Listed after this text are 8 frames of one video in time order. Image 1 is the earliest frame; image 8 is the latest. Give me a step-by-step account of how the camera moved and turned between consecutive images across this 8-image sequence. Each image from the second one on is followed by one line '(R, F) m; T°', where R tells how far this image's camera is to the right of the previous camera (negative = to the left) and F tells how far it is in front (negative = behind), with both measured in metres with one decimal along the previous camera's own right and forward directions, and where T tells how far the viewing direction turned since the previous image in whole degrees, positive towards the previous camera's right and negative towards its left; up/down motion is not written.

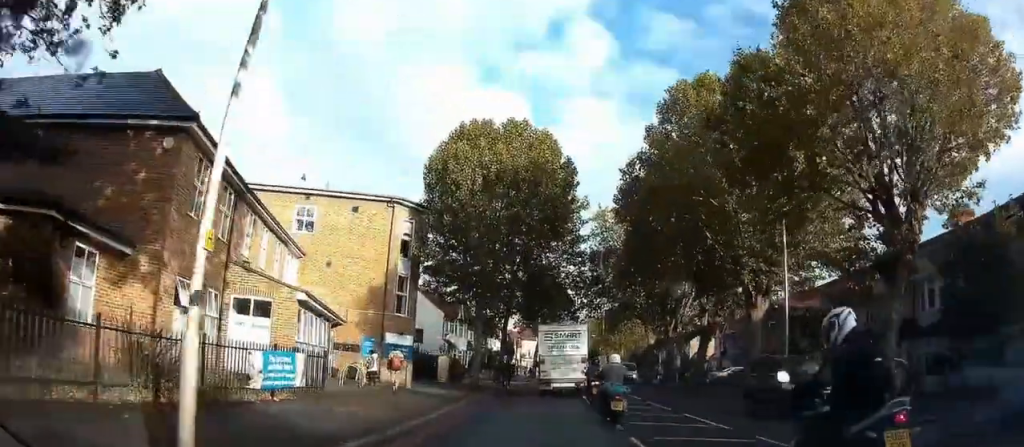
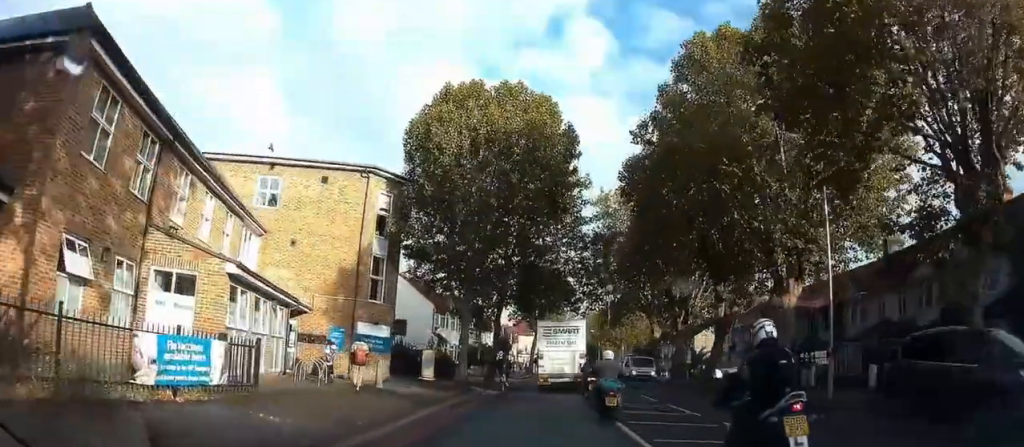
(0.0, +4.0) m; -1°
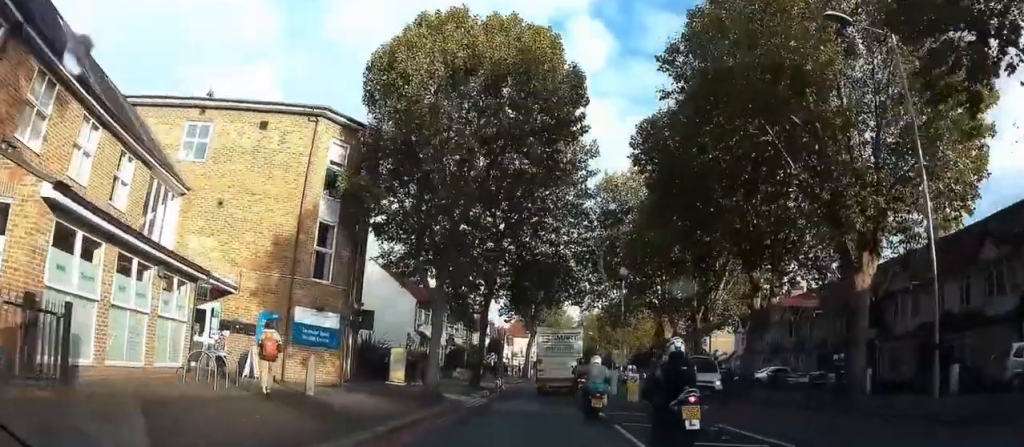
(-0.2, +6.2) m; -2°
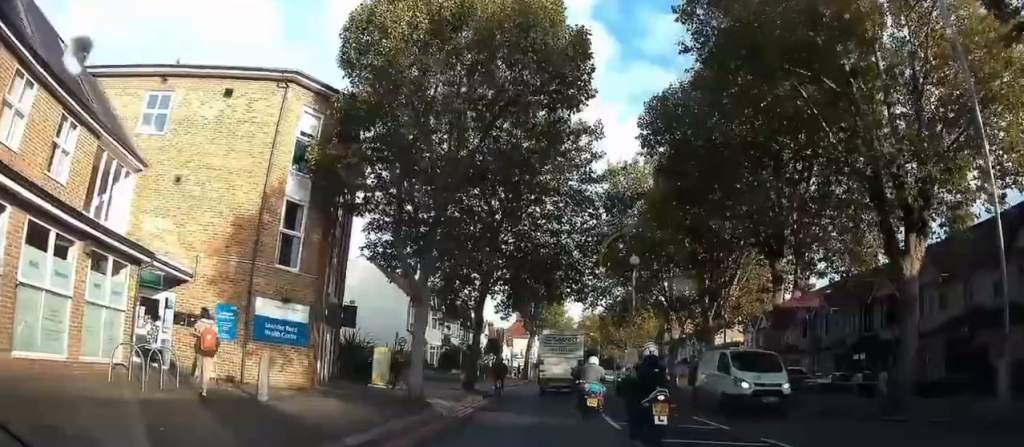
(-0.1, +2.5) m; 0°
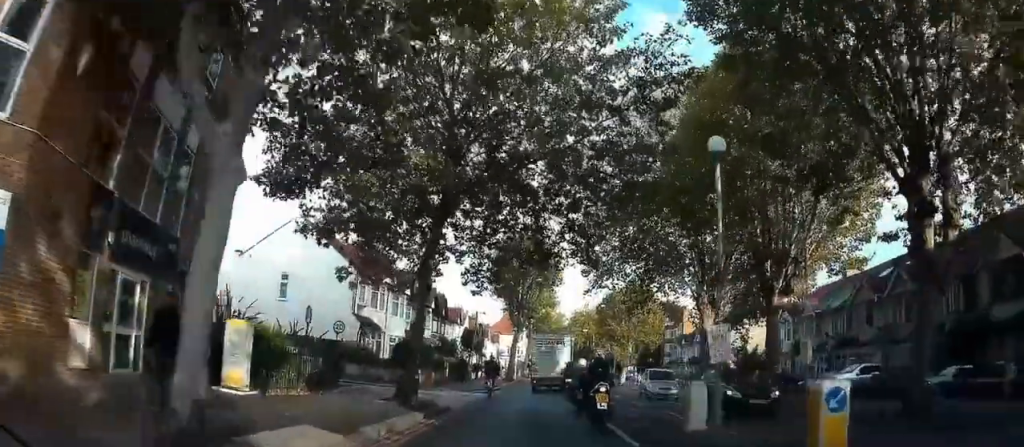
(+0.3, +10.0) m; +2°
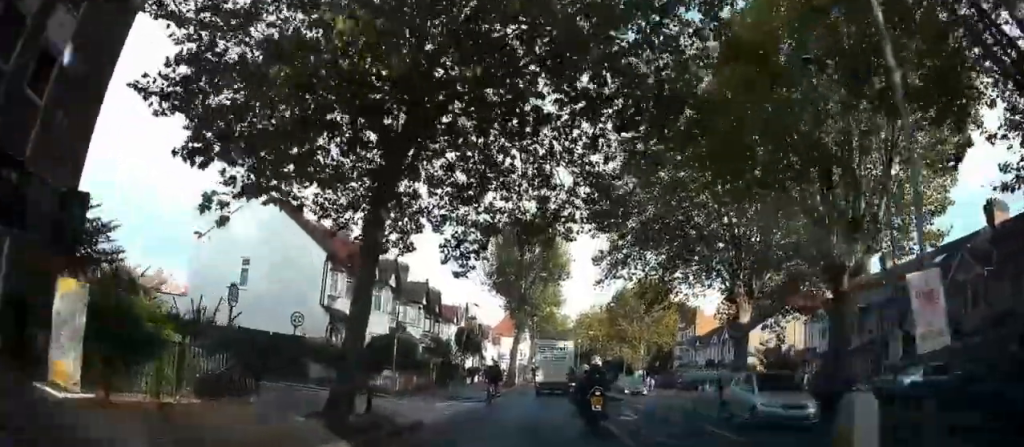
(0.0, +4.9) m; -1°
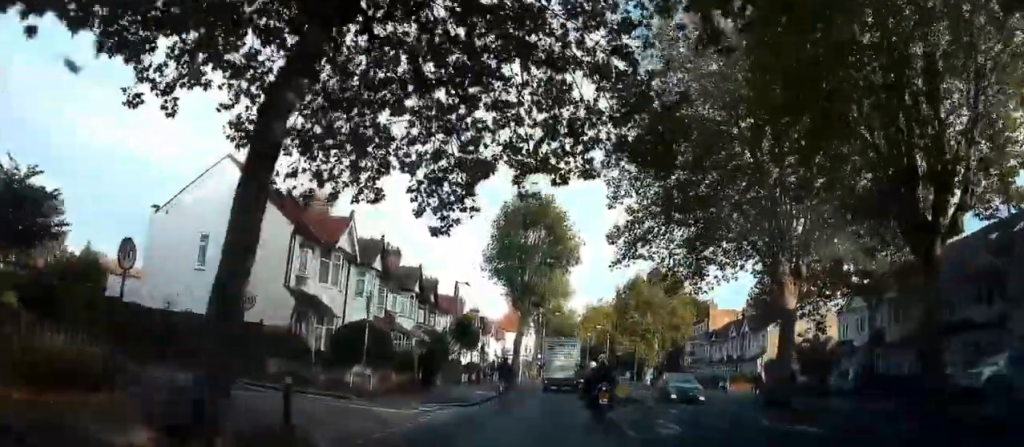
(0.0, +4.2) m; -2°
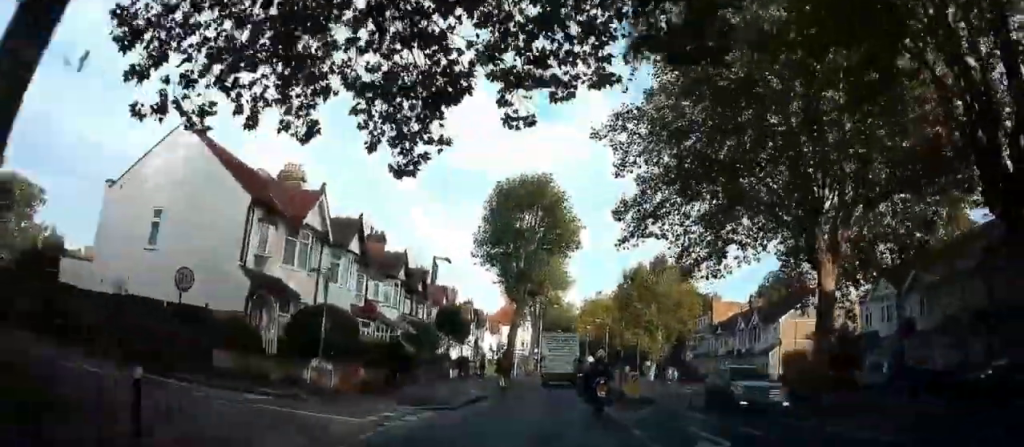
(-0.1, +3.0) m; -1°
